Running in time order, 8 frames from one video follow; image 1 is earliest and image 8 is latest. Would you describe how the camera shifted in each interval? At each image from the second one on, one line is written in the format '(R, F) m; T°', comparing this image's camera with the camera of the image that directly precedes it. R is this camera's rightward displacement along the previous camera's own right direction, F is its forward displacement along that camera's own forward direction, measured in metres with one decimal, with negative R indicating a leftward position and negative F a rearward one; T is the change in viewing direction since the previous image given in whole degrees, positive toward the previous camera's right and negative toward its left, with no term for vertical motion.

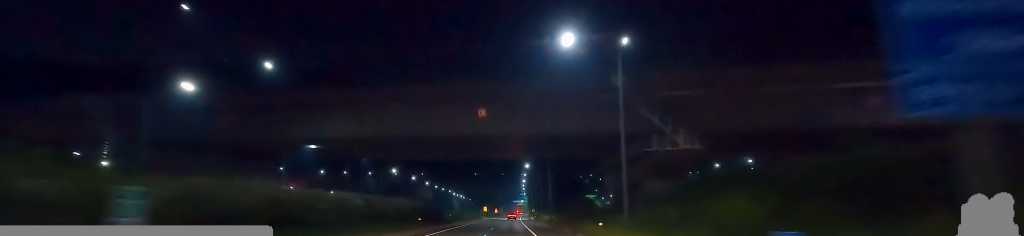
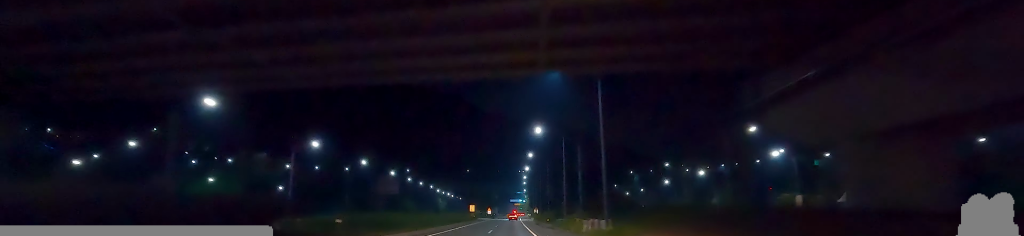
(-0.1, +44.5) m; 0°
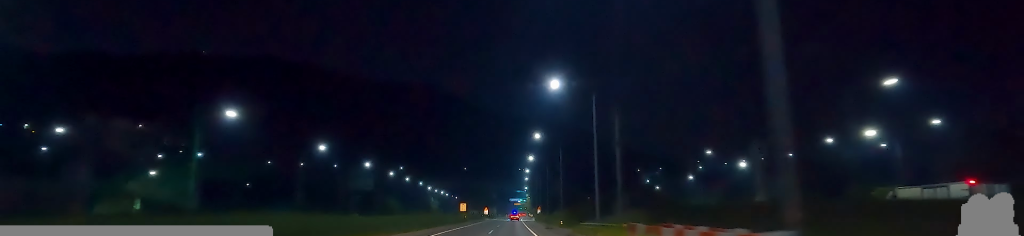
(+0.1, +20.4) m; -1°
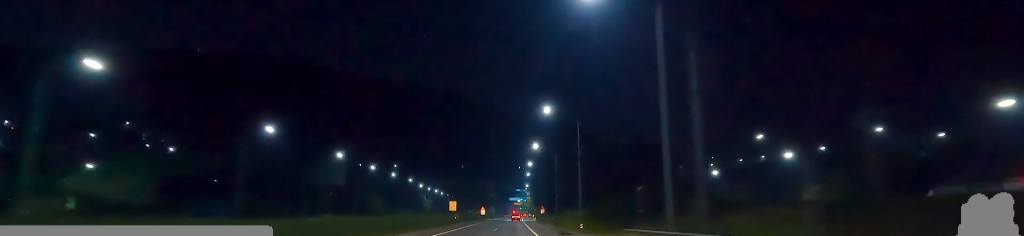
(-0.3, +15.6) m; -1°
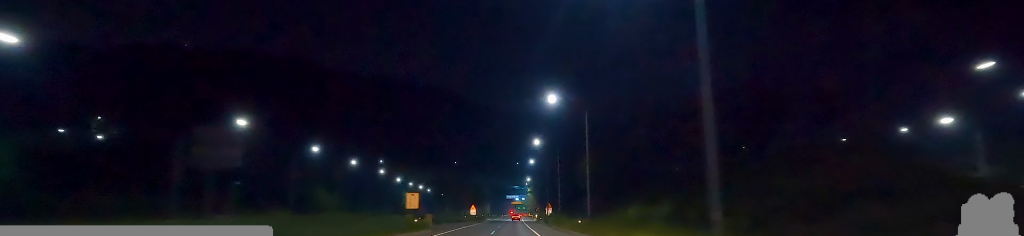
(0.0, +28.9) m; 0°
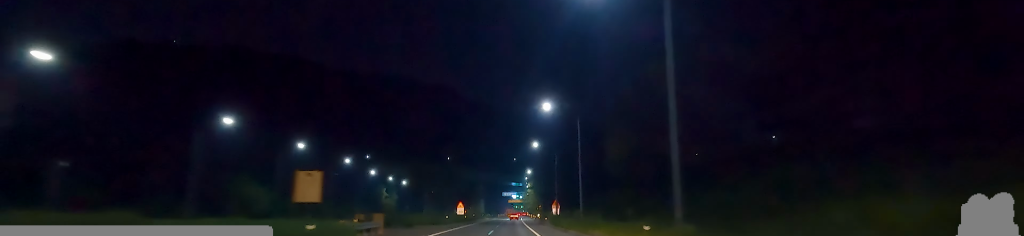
(0.0, +21.4) m; 0°
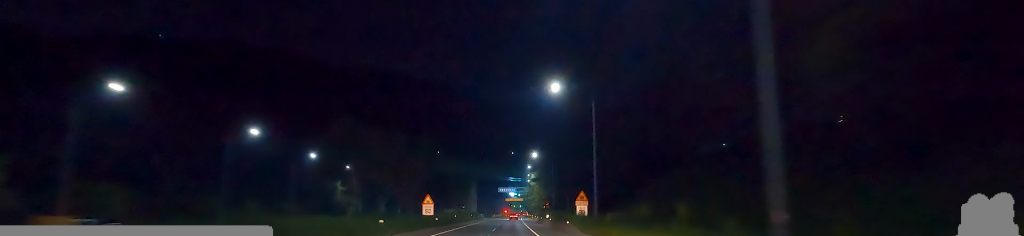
(+0.5, +31.6) m; +2°
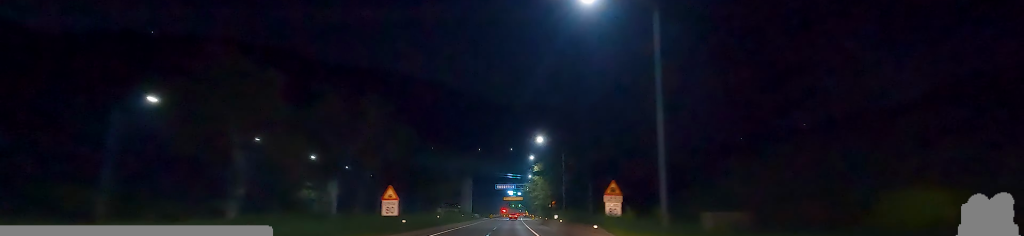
(+0.4, +15.9) m; +1°
